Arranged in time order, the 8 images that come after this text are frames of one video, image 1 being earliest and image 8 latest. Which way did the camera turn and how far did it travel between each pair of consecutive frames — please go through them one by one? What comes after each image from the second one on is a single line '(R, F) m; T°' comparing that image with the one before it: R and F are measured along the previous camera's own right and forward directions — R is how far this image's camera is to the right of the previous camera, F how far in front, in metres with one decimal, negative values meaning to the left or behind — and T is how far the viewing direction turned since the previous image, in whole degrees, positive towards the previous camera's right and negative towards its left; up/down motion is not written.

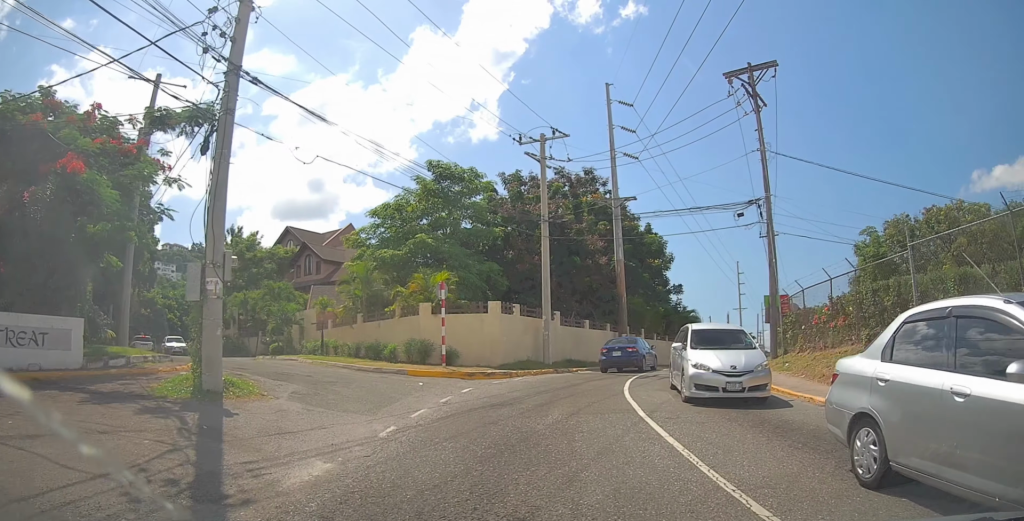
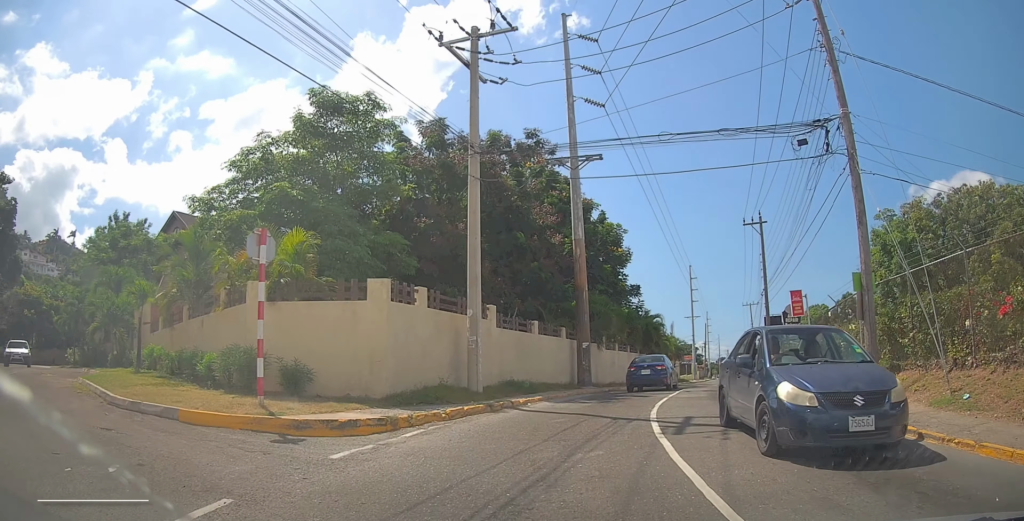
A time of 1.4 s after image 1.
(+0.9, +10.5) m; +8°
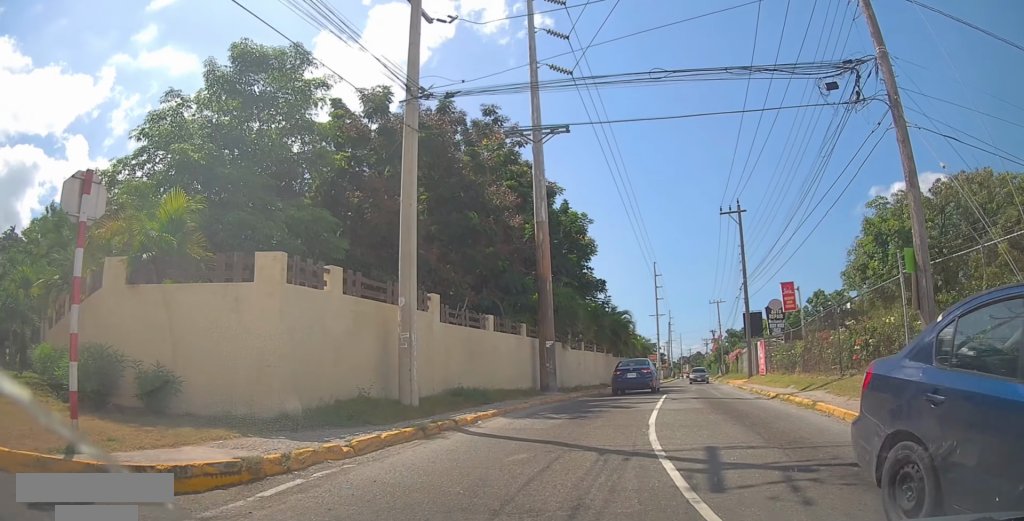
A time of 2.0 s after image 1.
(+0.1, +3.7) m; +2°
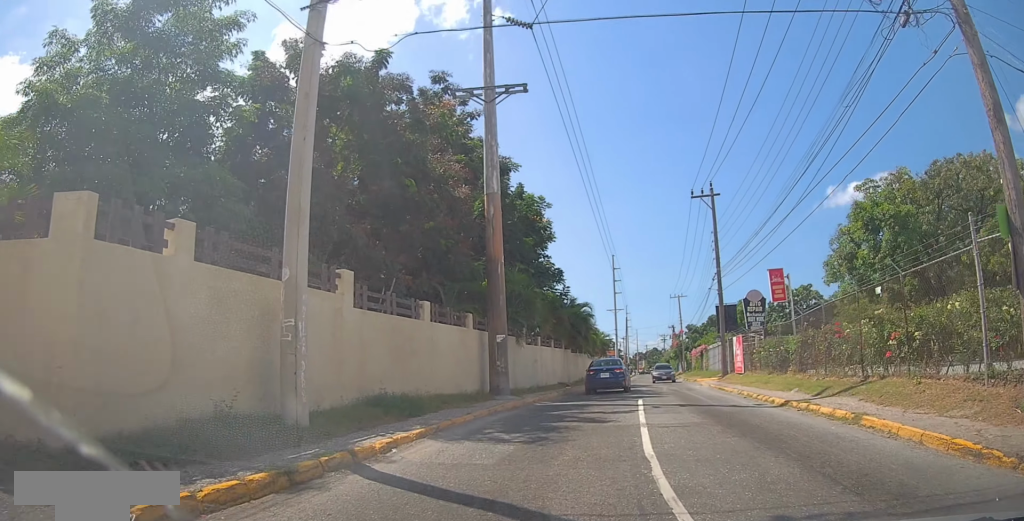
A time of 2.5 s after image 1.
(0.0, +3.5) m; +2°
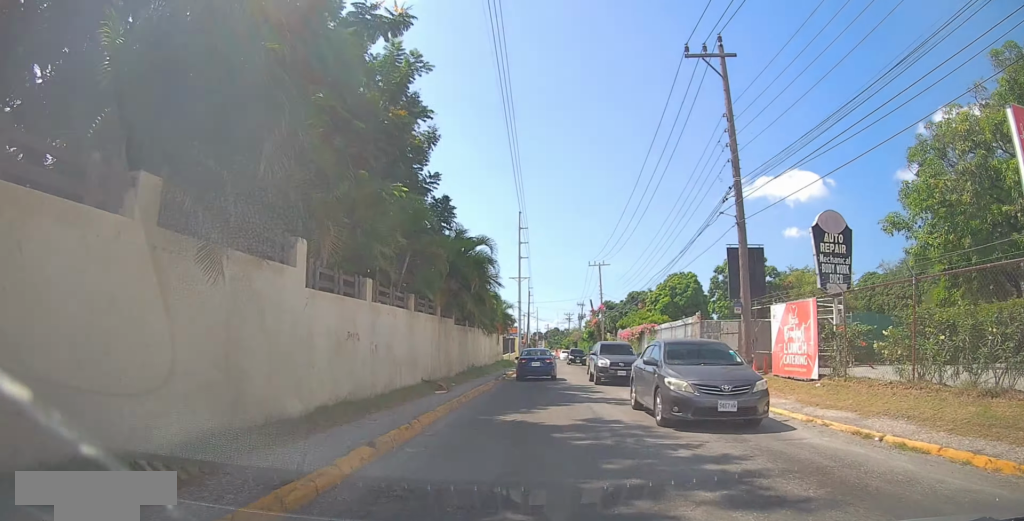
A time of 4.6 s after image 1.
(+1.8, +15.0) m; +12°
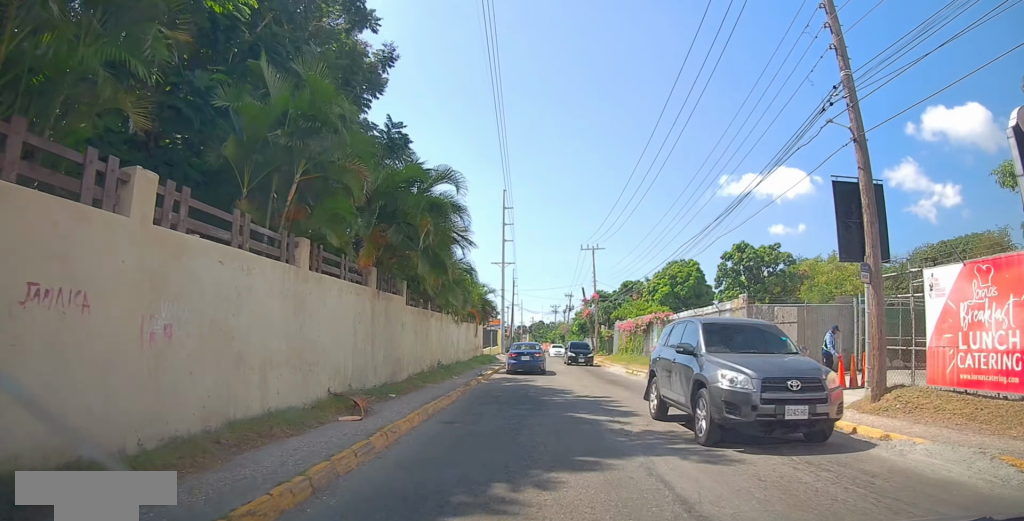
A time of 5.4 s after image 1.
(+0.1, +6.9) m; +1°
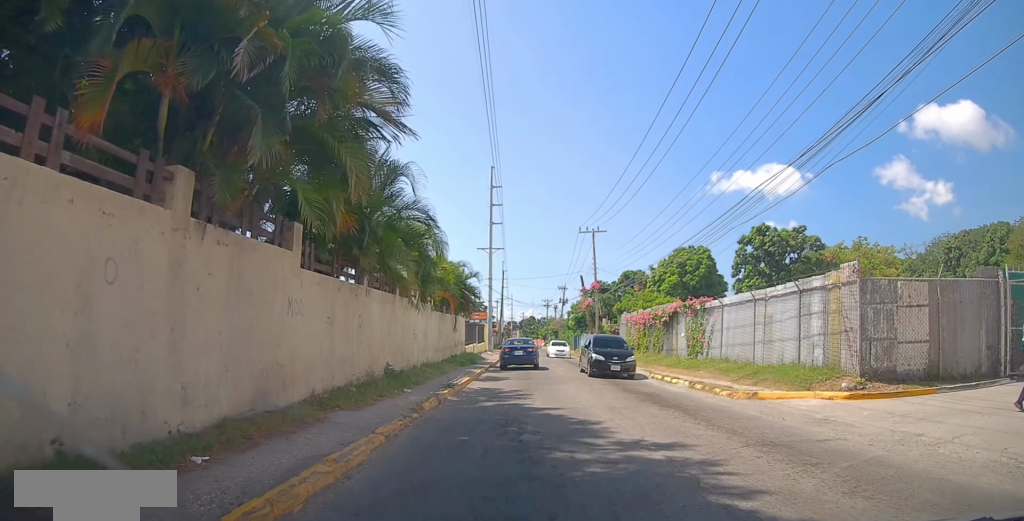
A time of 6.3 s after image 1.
(0.0, +7.0) m; +1°
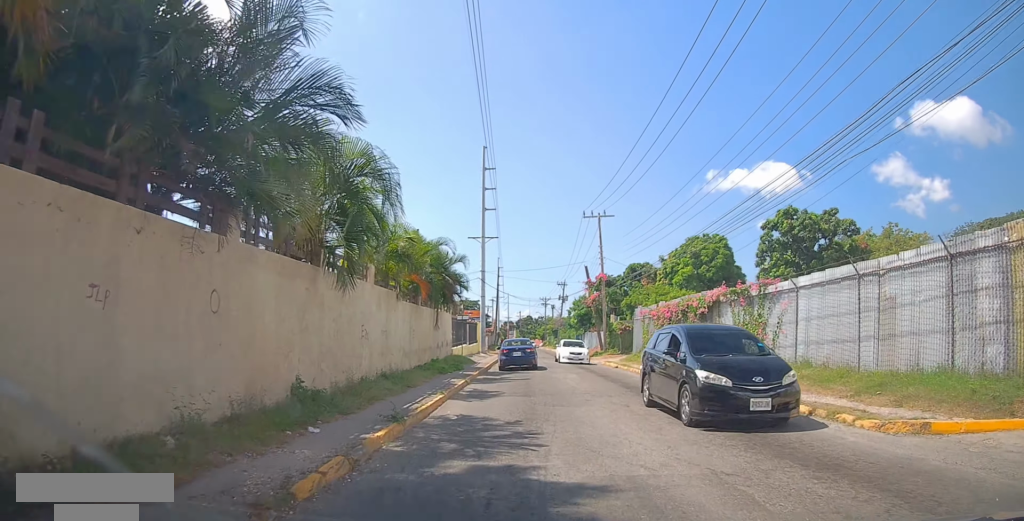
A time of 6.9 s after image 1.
(0.0, +5.8) m; +2°
